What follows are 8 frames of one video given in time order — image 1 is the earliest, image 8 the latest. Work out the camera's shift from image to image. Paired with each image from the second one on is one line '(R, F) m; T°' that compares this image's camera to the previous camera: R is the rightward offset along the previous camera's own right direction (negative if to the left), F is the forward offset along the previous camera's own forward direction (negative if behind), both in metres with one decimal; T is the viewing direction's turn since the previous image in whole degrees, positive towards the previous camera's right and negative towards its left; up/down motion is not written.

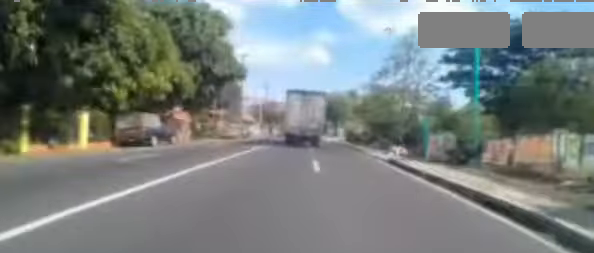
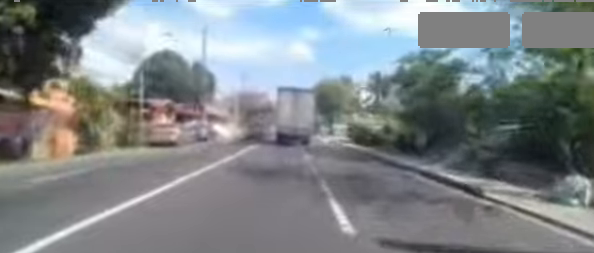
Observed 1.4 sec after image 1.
(+0.1, +13.5) m; 0°
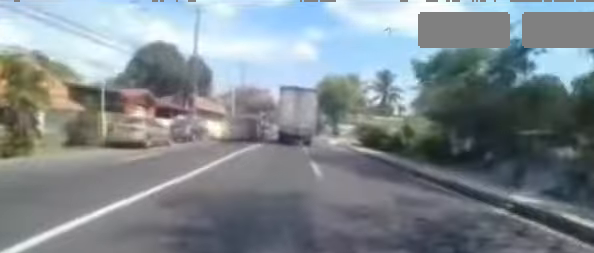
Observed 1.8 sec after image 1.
(-0.1, +4.1) m; 0°
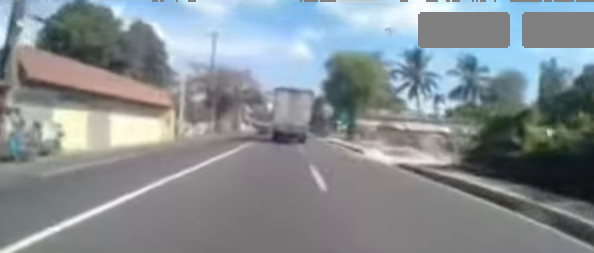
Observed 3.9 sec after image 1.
(+0.1, +20.6) m; -1°
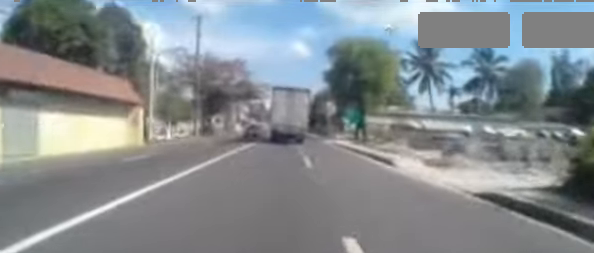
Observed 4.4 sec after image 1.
(0.0, +5.6) m; -1°
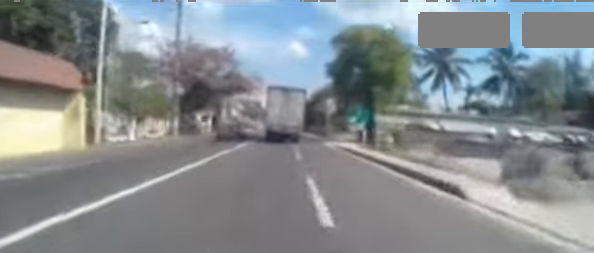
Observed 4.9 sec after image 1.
(-0.3, +5.6) m; 0°
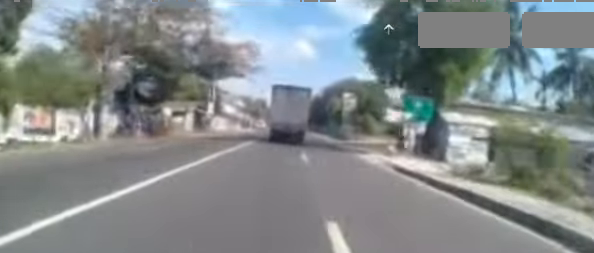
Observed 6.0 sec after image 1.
(+0.3, +11.4) m; +3°
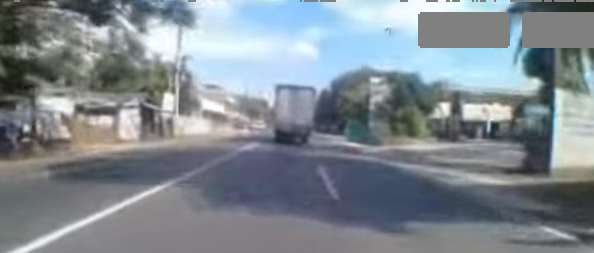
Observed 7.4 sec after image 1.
(+0.3, +14.2) m; +1°
